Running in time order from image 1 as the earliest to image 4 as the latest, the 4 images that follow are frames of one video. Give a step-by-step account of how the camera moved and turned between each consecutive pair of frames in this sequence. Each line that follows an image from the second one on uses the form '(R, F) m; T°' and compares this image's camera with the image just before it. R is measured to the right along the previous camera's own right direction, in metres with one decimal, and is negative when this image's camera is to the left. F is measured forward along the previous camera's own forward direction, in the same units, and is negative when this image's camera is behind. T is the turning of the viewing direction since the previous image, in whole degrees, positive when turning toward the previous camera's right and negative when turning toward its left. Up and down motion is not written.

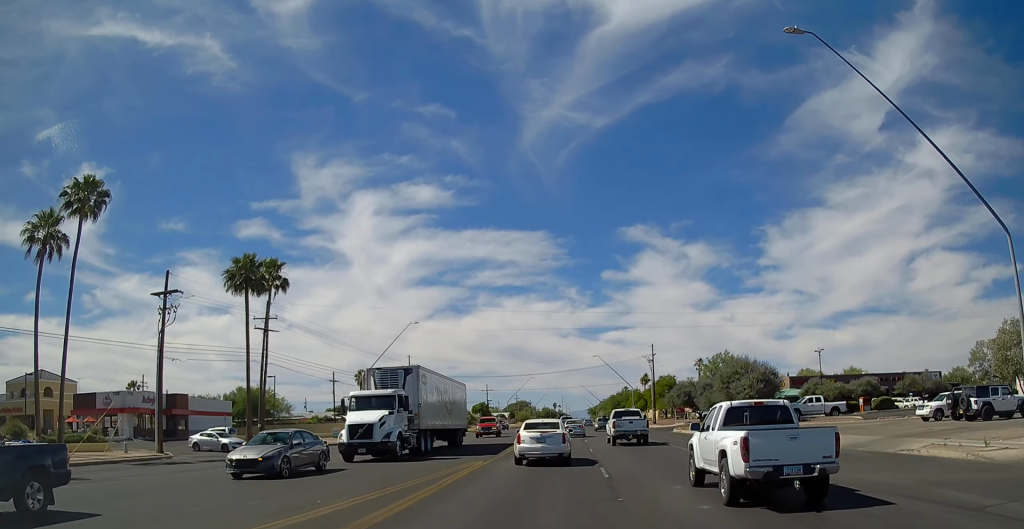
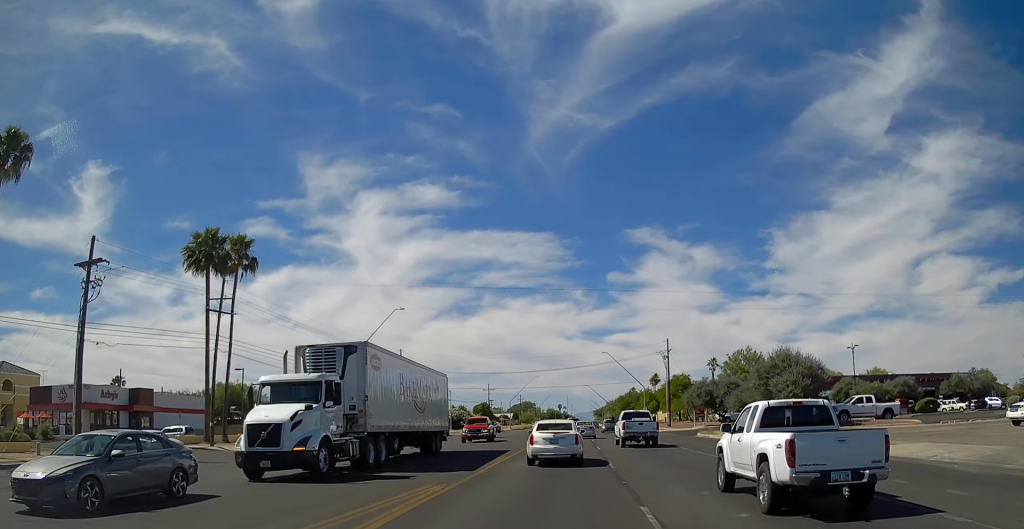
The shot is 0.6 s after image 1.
(+0.1, +8.9) m; 0°
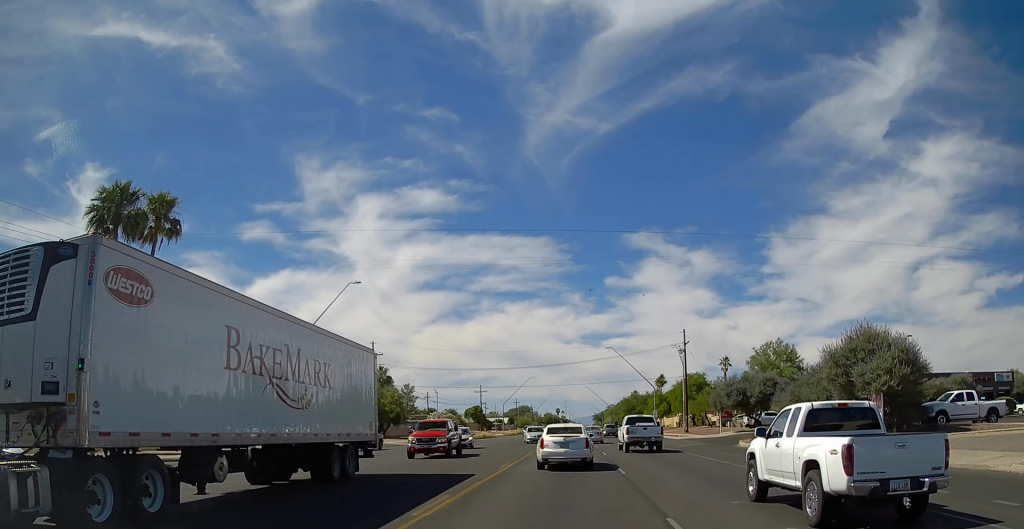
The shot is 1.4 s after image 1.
(+0.3, +13.6) m; 0°
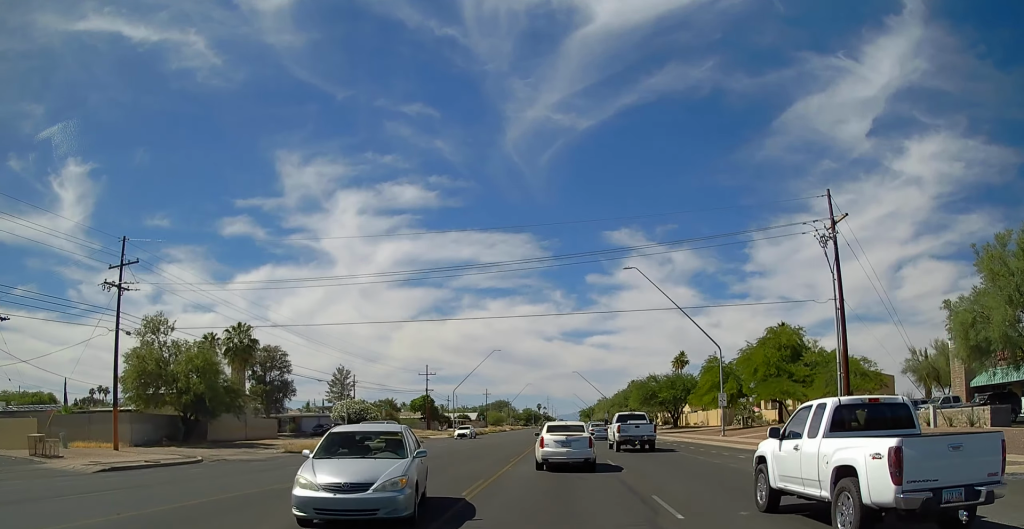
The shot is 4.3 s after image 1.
(+0.8, +47.2) m; 0°
